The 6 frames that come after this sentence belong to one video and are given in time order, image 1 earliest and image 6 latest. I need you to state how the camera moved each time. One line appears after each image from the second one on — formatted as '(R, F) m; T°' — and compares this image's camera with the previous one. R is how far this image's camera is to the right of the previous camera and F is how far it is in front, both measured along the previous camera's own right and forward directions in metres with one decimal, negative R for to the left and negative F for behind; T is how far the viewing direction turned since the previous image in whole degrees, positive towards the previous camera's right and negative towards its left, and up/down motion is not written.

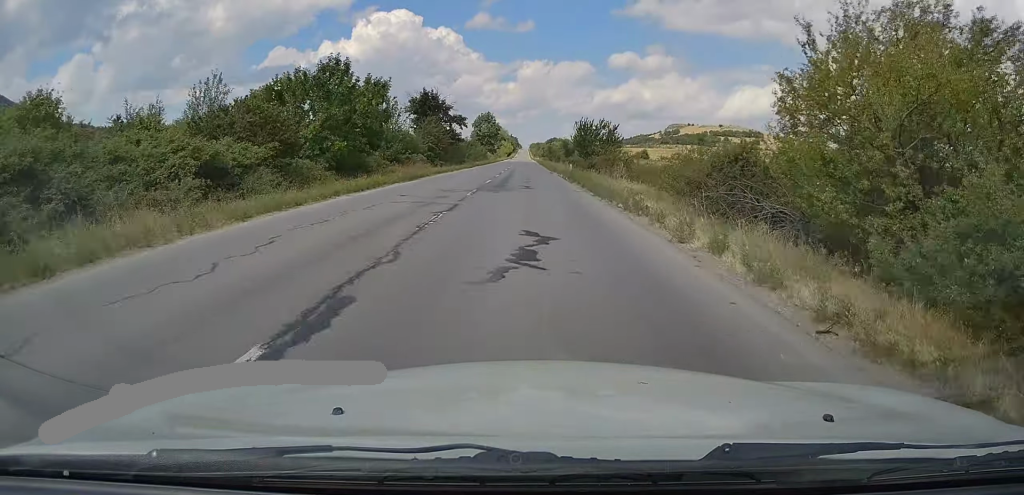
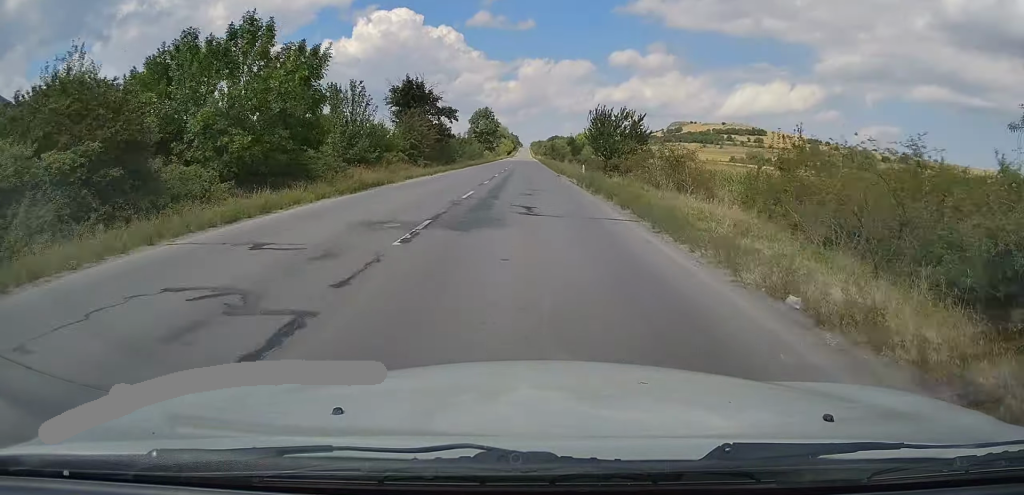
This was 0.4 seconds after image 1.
(-0.1, +10.6) m; 0°
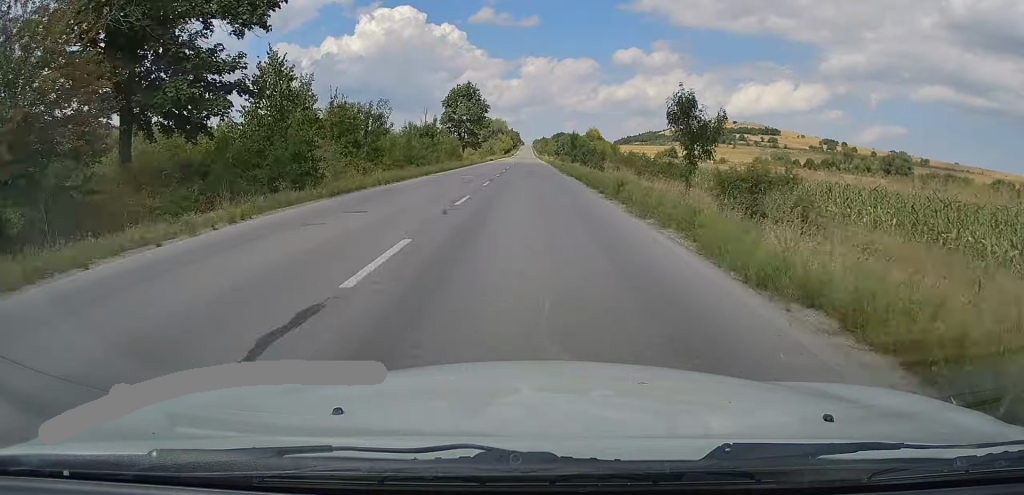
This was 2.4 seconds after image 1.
(+0.1, +47.7) m; 0°
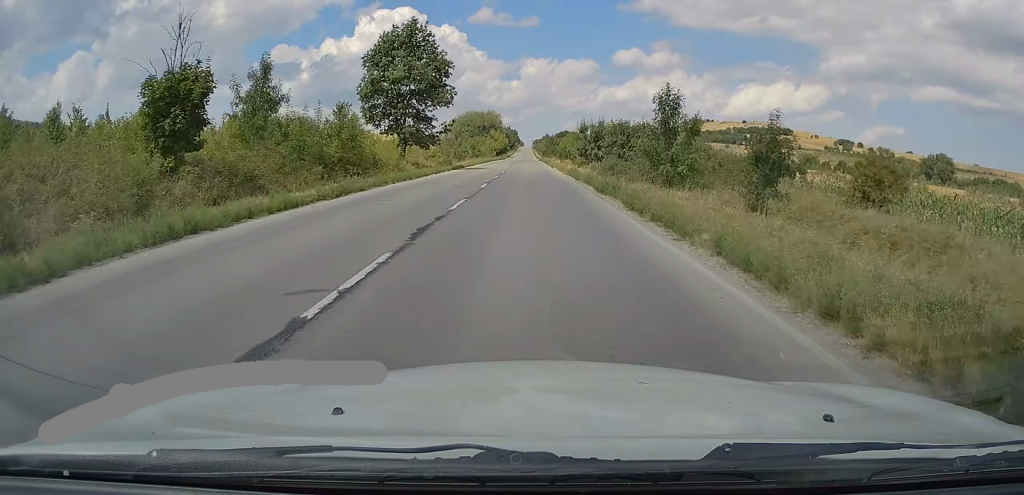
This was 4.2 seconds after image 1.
(-0.5, +45.9) m; -1°
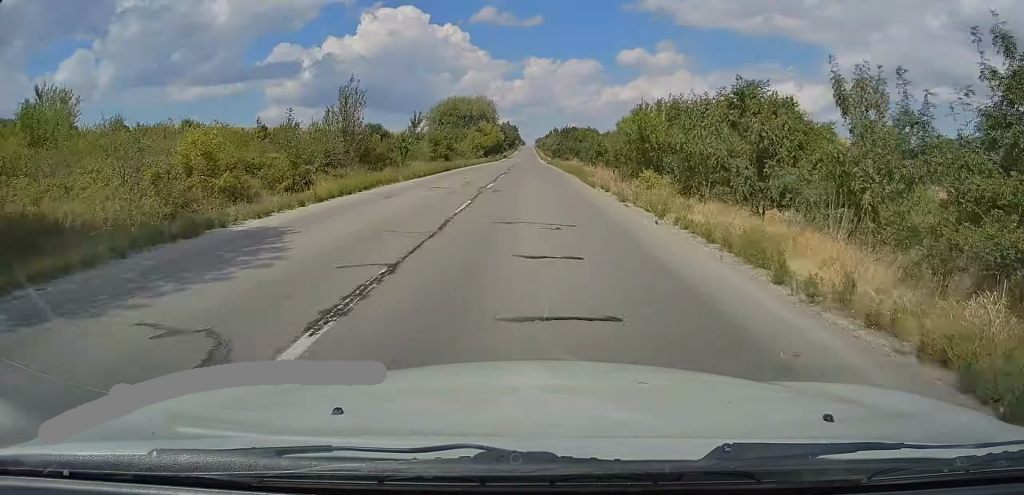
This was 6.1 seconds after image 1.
(+0.4, +45.8) m; +1°
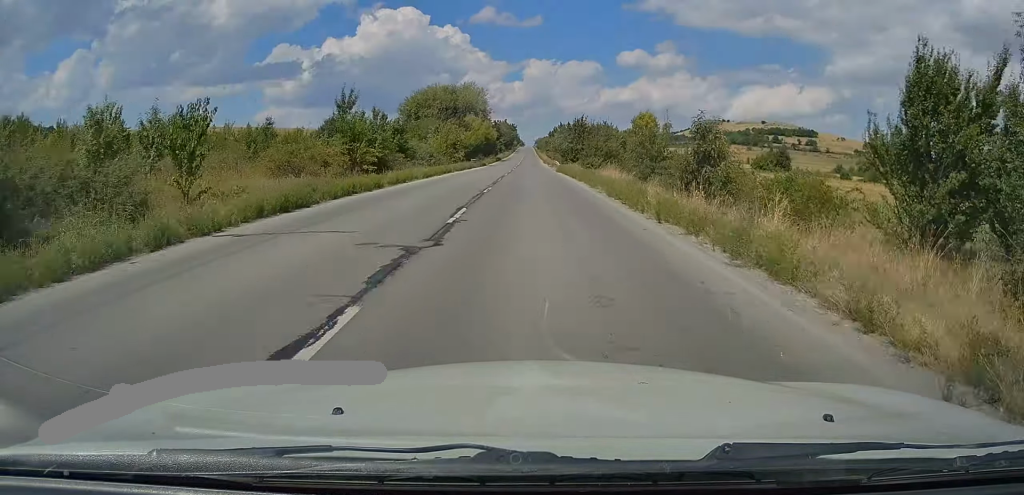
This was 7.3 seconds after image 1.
(-0.1, +28.7) m; -1°
